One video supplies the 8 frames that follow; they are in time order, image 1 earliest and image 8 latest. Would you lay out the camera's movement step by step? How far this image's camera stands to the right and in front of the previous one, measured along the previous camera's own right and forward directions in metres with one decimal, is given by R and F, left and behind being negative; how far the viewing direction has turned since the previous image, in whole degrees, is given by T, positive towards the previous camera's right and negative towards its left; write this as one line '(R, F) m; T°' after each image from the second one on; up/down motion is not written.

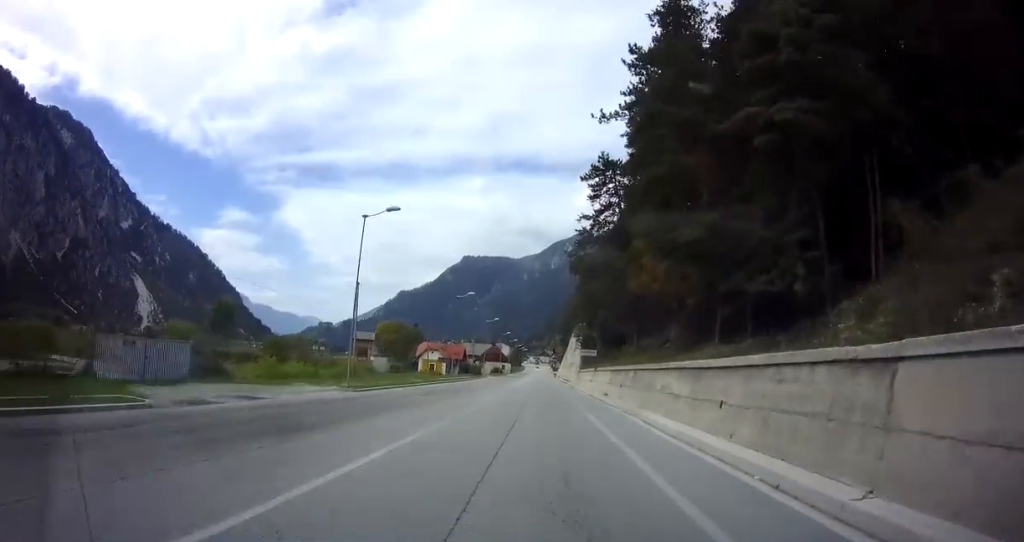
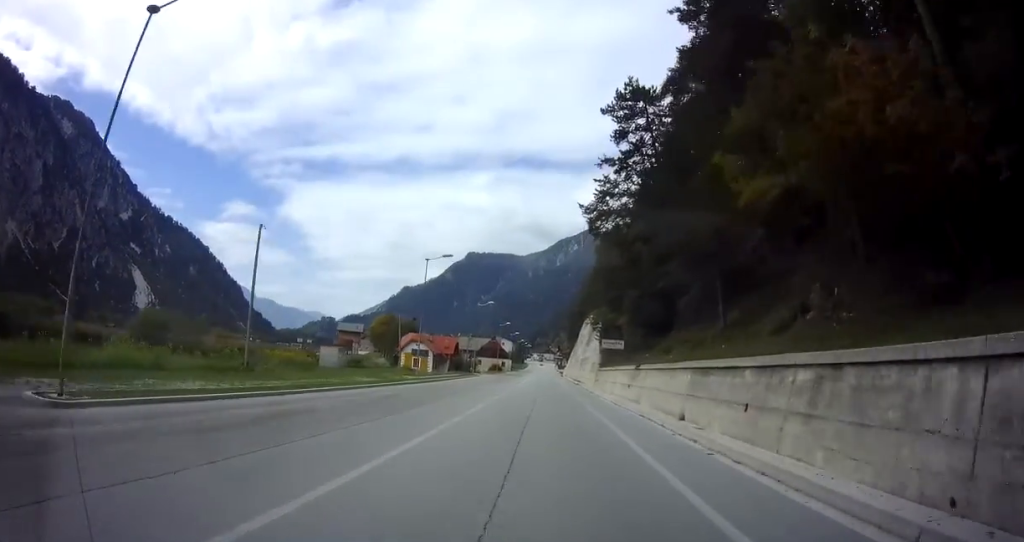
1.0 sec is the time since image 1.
(-0.3, +17.0) m; 0°
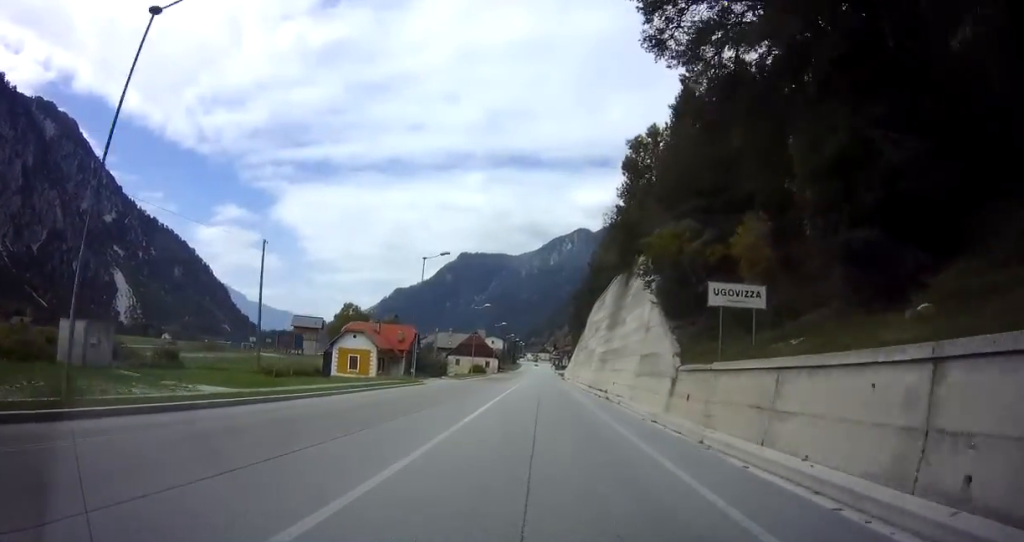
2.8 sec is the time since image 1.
(+0.7, +29.0) m; +2°
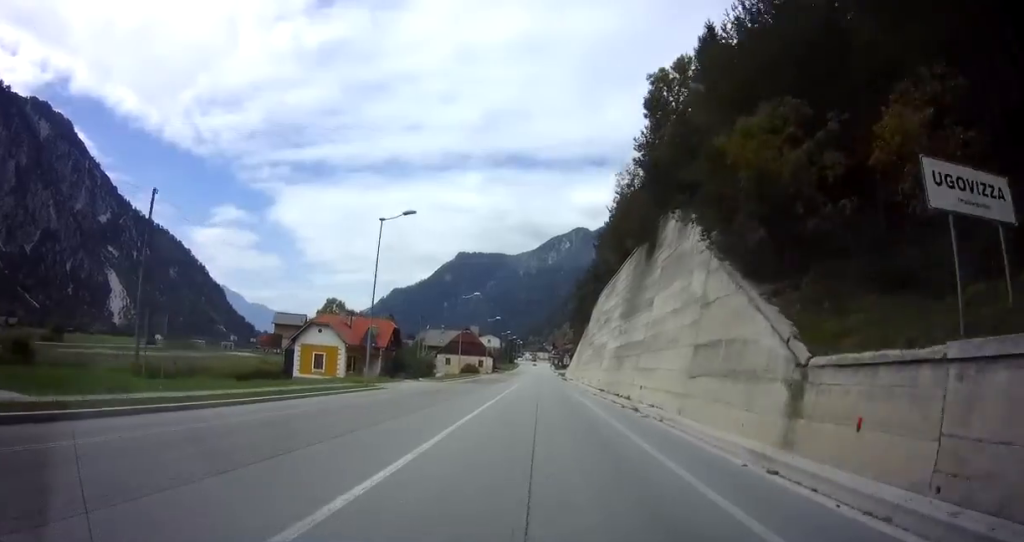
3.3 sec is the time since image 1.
(0.0, +9.7) m; 0°
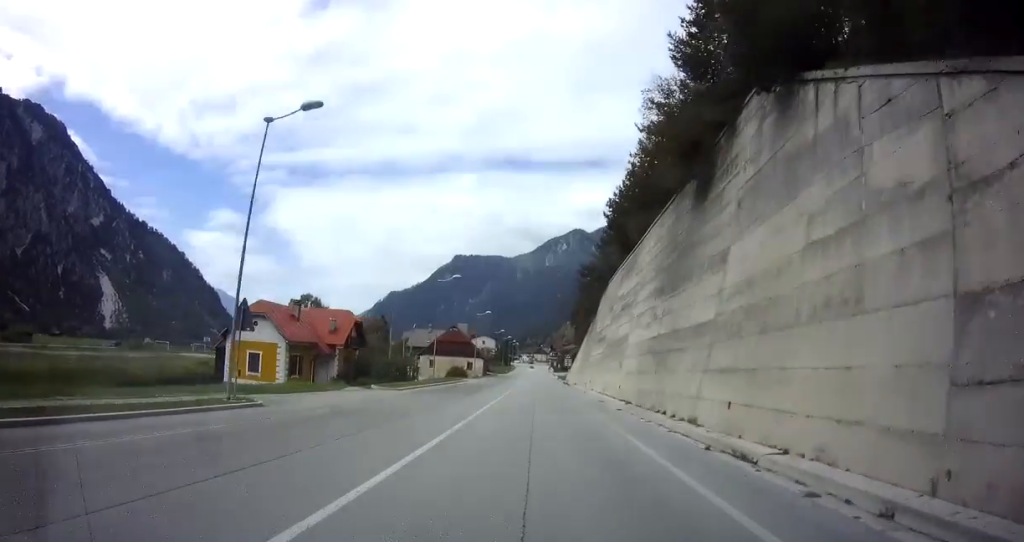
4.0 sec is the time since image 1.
(0.0, +12.1) m; 0°
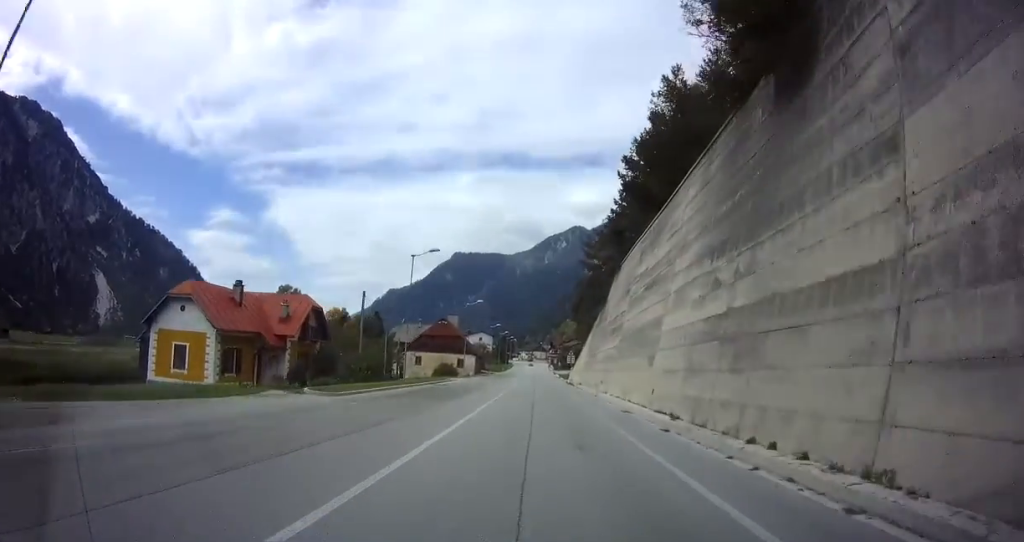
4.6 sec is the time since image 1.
(0.0, +9.2) m; 0°
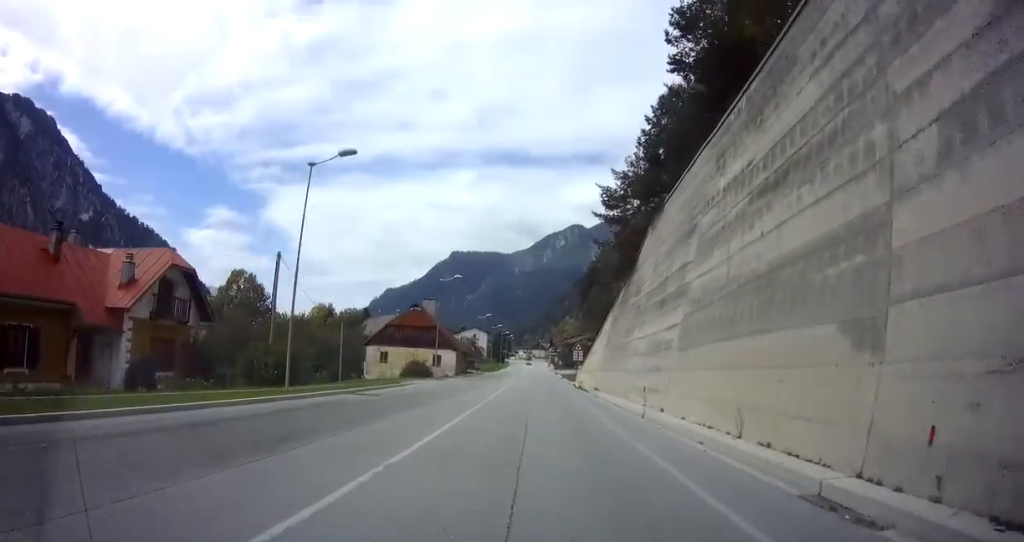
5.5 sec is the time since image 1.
(-0.1, +16.3) m; +1°
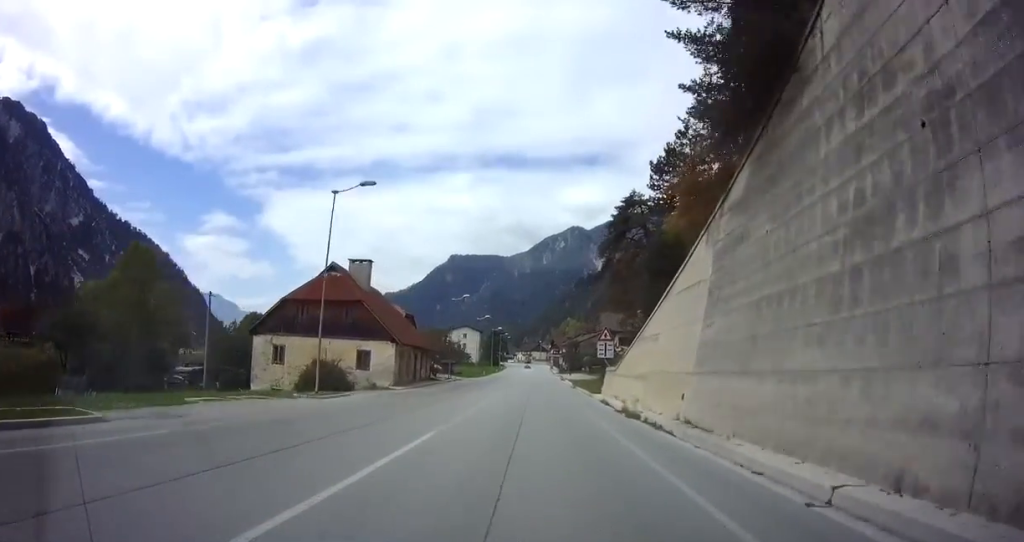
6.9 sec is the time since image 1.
(+0.3, +25.2) m; 0°
